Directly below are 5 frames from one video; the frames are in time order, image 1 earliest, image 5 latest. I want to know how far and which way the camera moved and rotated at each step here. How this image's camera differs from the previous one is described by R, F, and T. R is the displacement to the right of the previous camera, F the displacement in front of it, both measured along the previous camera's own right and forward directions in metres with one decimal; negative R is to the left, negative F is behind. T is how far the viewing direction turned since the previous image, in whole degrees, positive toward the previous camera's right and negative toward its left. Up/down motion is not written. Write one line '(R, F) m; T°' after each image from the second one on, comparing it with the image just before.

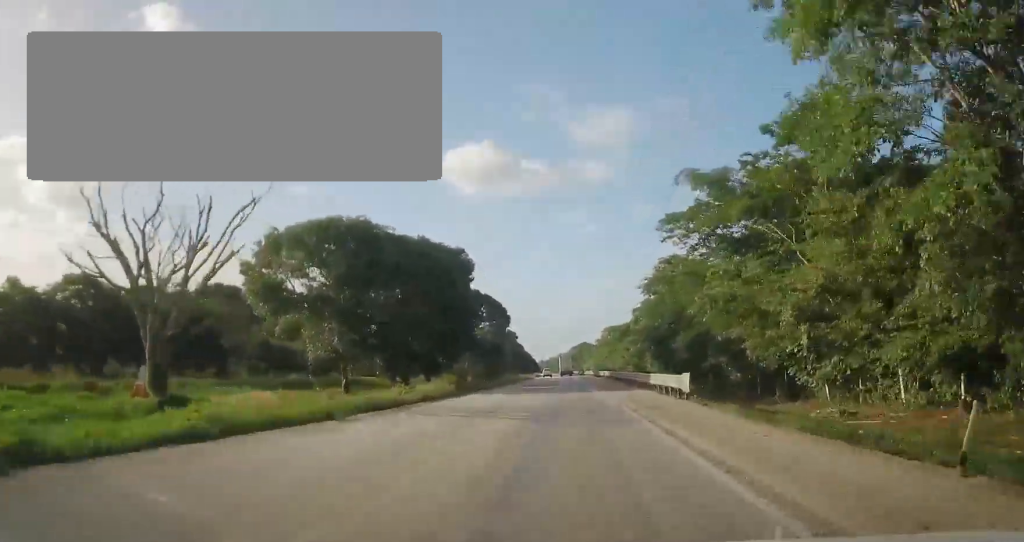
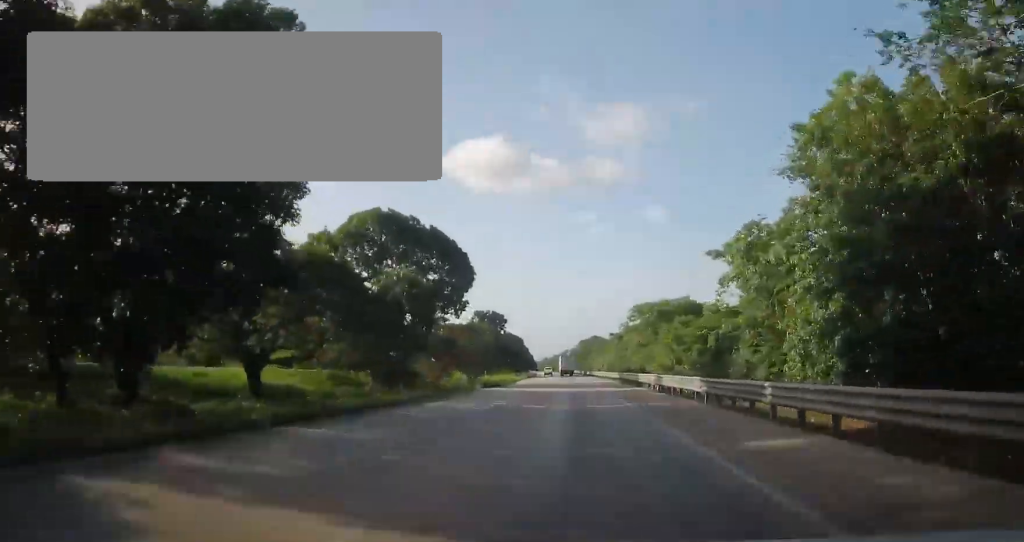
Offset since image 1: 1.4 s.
(-0.2, +44.1) m; 0°
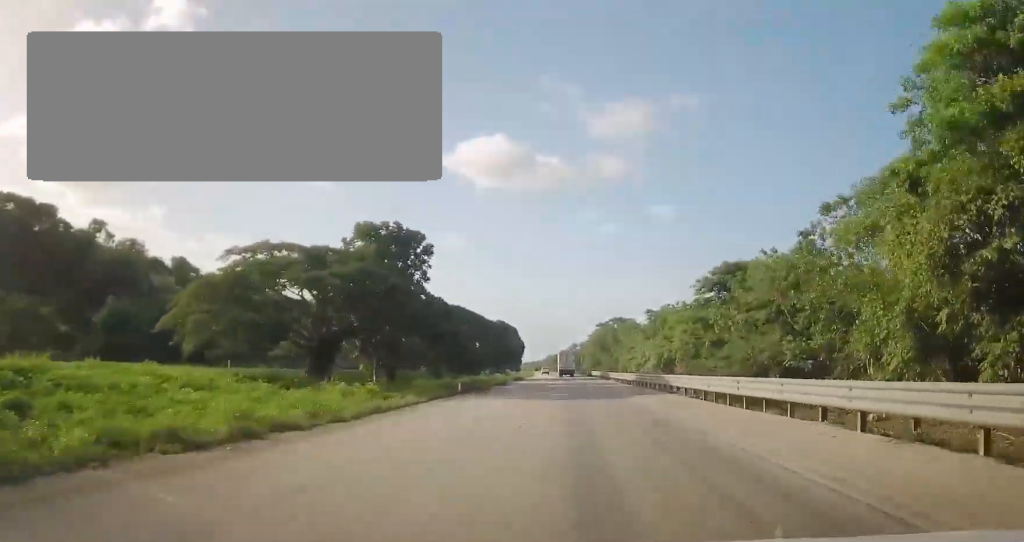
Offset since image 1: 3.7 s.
(-0.6, +68.9) m; -1°
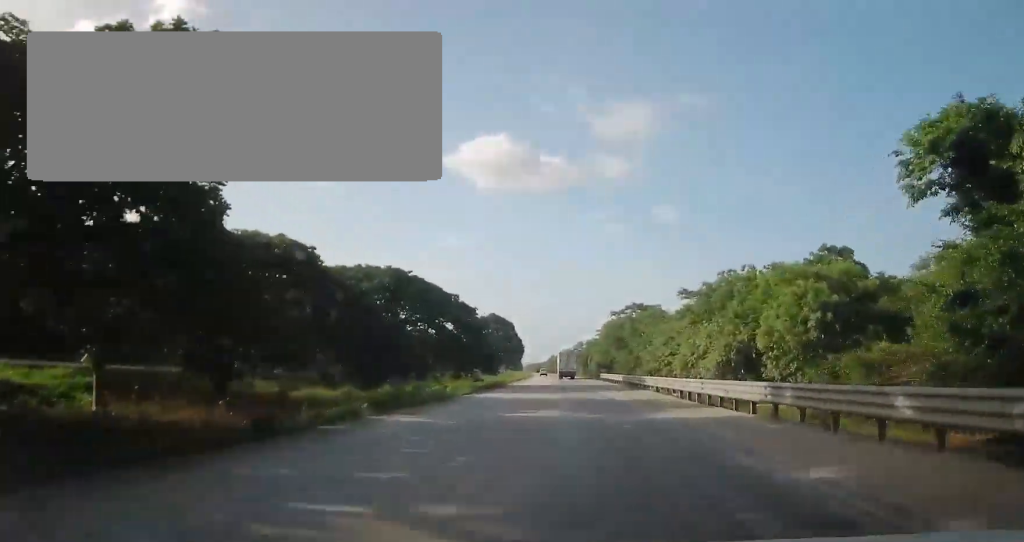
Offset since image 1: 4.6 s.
(+0.1, +29.5) m; 0°
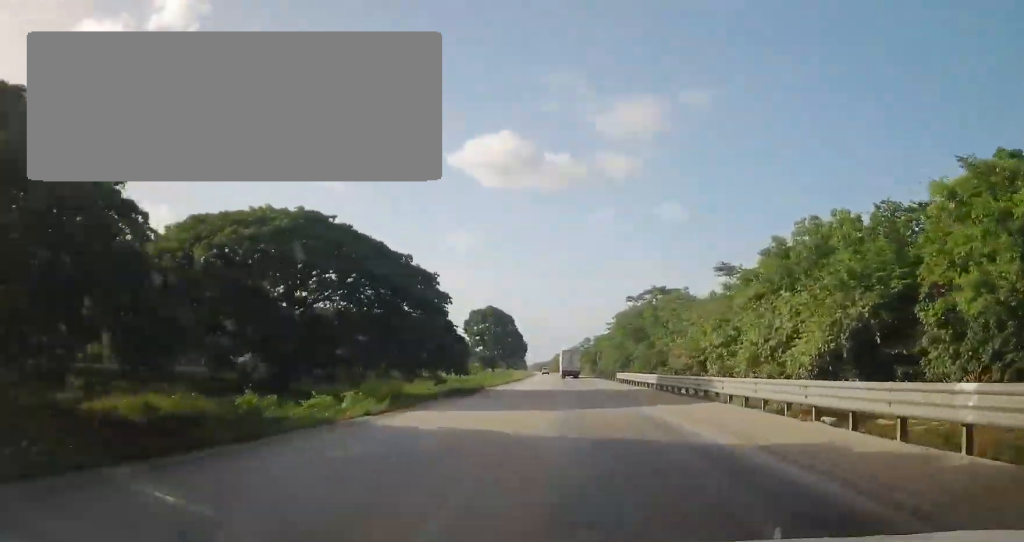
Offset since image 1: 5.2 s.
(+0.1, +17.7) m; 0°
